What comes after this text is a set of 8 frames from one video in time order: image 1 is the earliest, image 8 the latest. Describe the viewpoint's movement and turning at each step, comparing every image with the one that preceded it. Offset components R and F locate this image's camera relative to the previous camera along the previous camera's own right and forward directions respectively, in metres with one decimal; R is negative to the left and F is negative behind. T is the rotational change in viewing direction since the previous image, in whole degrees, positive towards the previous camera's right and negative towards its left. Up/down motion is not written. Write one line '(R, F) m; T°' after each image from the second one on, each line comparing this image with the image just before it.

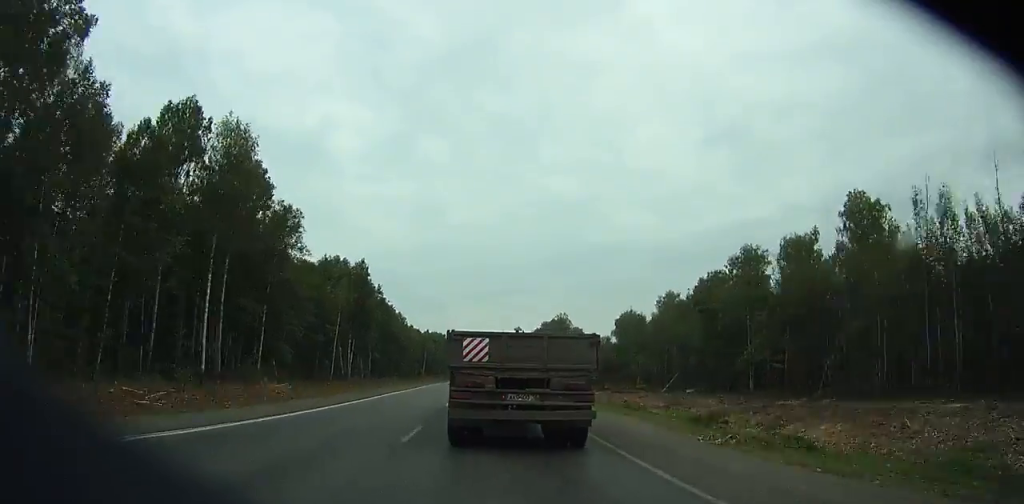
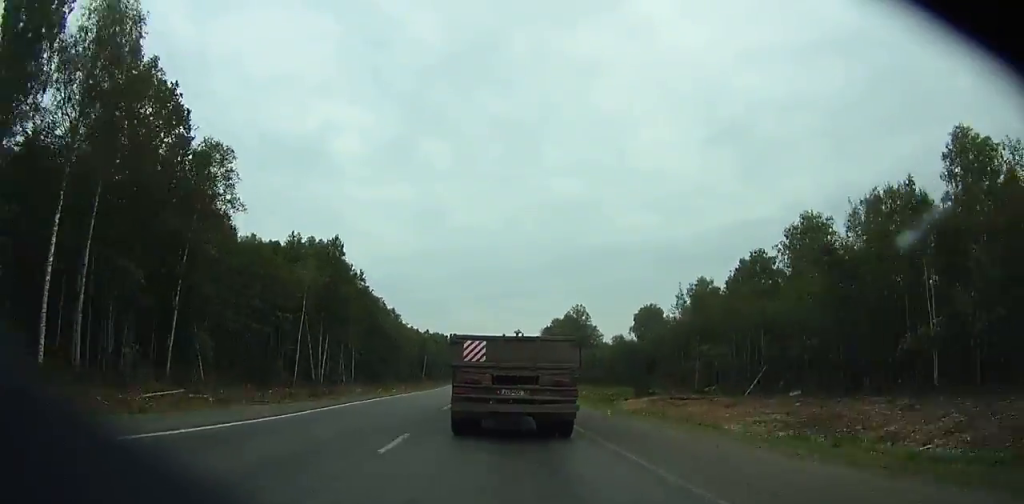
(+0.1, +25.7) m; 0°
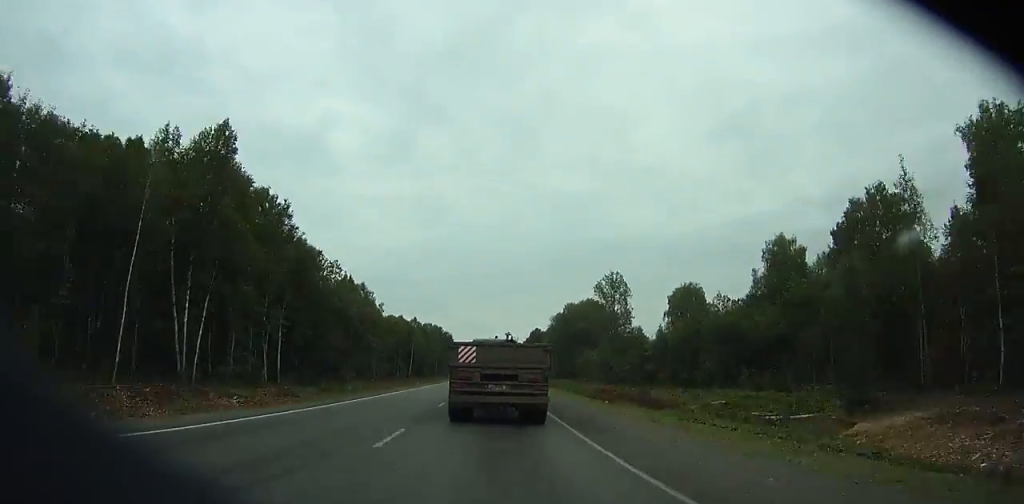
(+0.1, +48.1) m; 0°
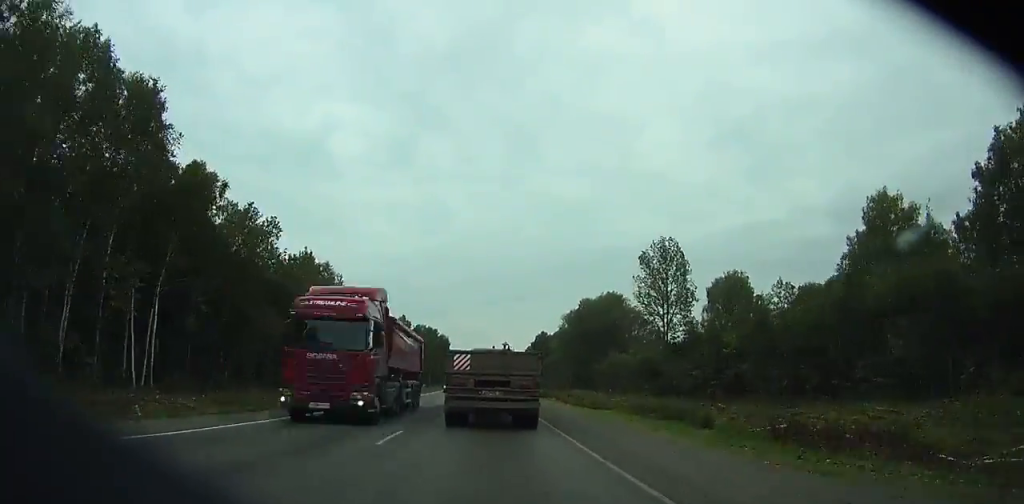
(0.0, +34.6) m; 0°
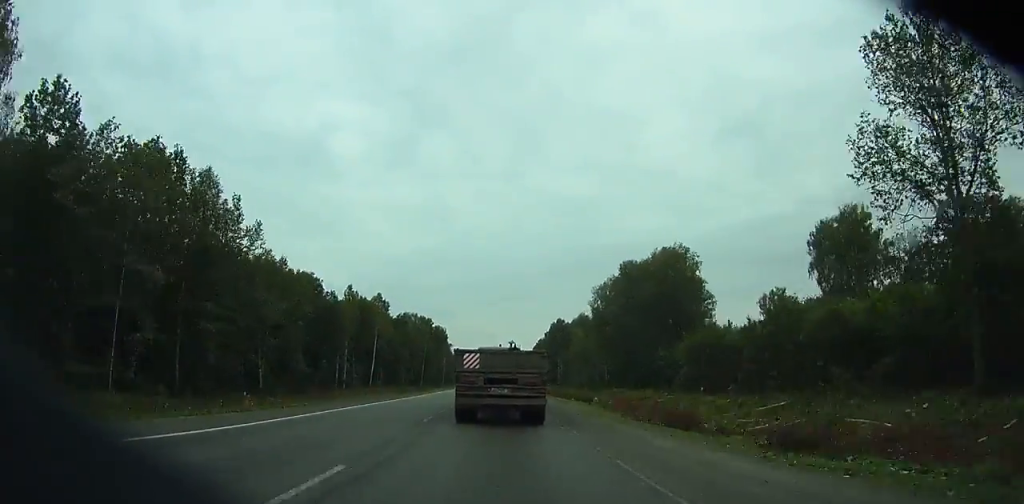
(-0.2, +52.9) m; 0°
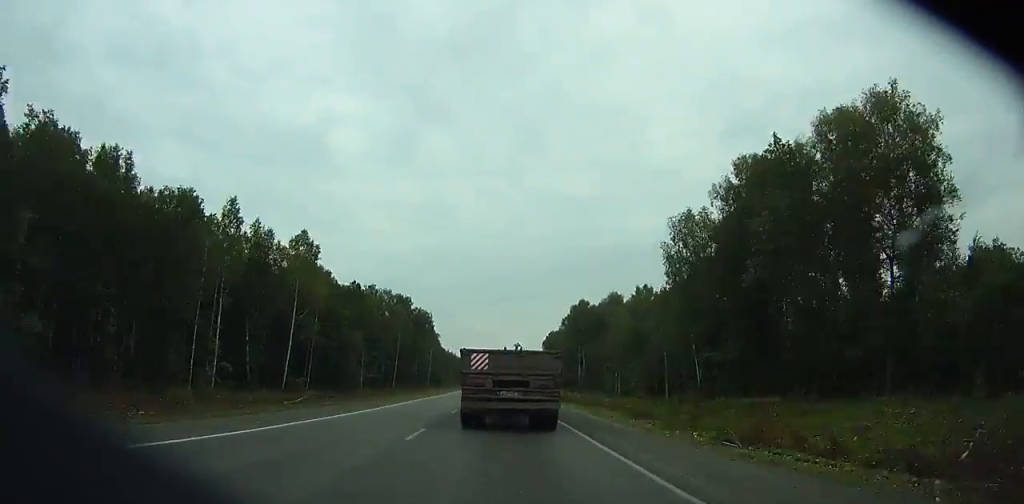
(-0.1, +63.1) m; 0°
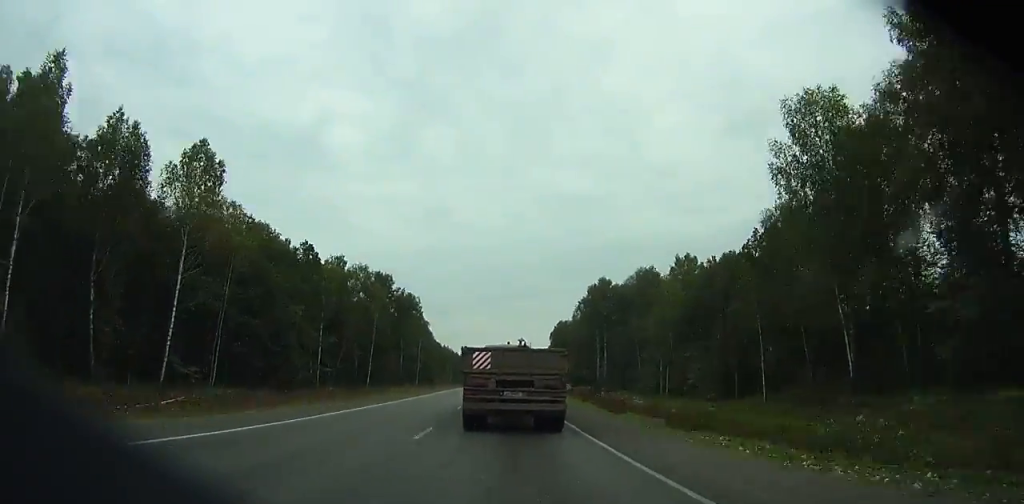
(+0.1, +34.5) m; 0°
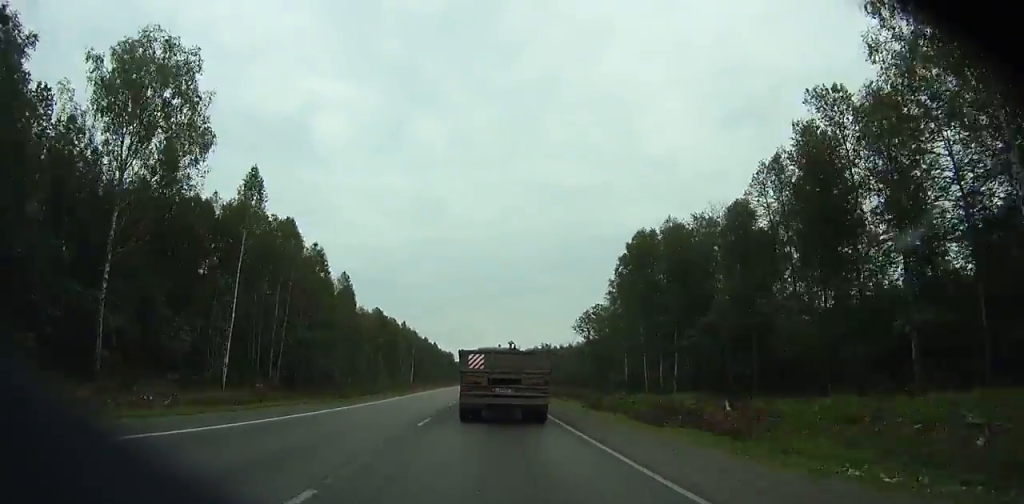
(+0.6, +137.9) m; 0°
